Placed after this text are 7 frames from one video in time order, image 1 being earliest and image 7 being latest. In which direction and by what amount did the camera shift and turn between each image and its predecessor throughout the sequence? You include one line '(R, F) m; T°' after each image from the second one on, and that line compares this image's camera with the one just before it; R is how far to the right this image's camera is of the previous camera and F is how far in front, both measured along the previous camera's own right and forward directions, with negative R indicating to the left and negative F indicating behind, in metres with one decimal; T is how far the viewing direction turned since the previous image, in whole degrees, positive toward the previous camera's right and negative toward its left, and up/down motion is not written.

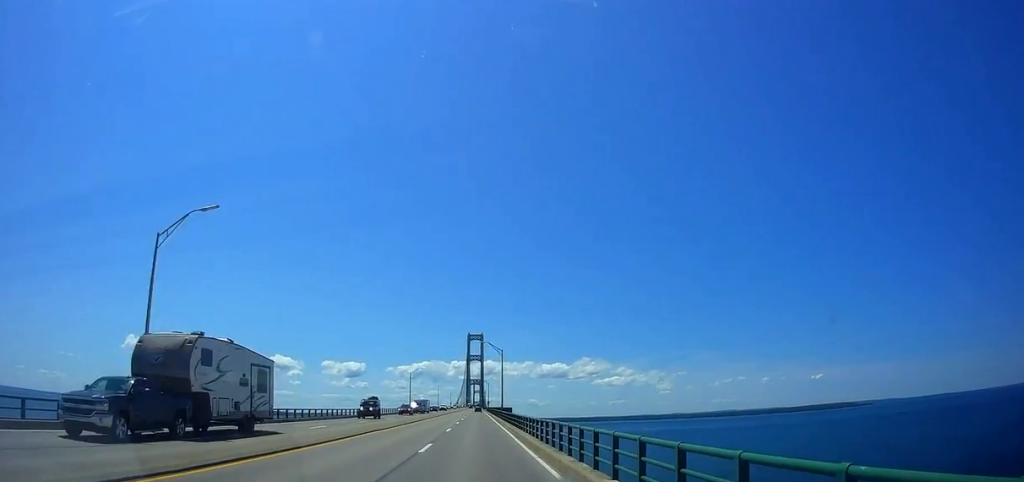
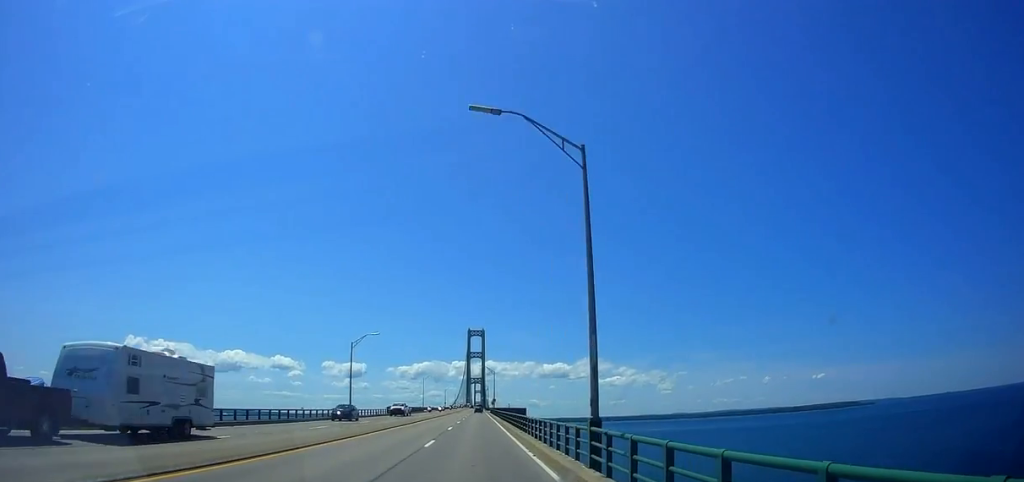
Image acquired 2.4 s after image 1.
(0.0, +58.1) m; -1°
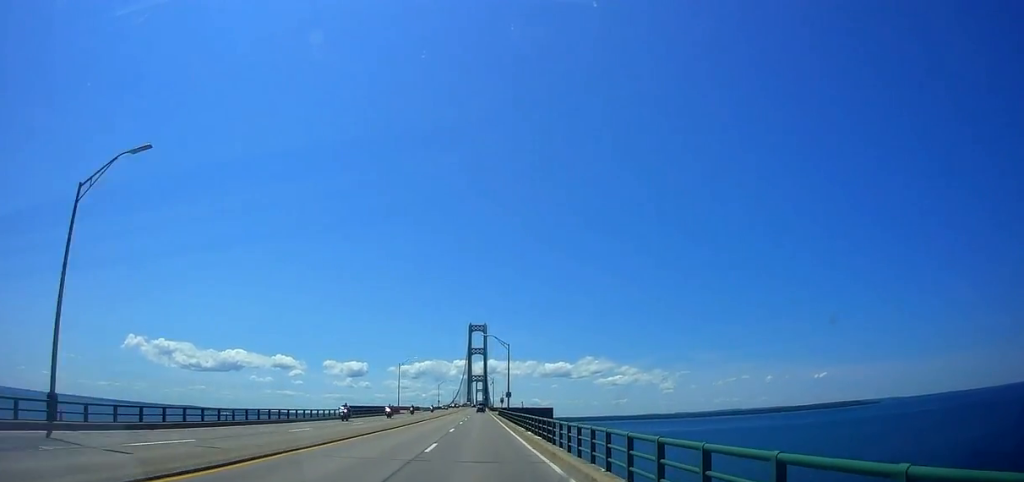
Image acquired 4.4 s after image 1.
(0.0, +49.1) m; +1°
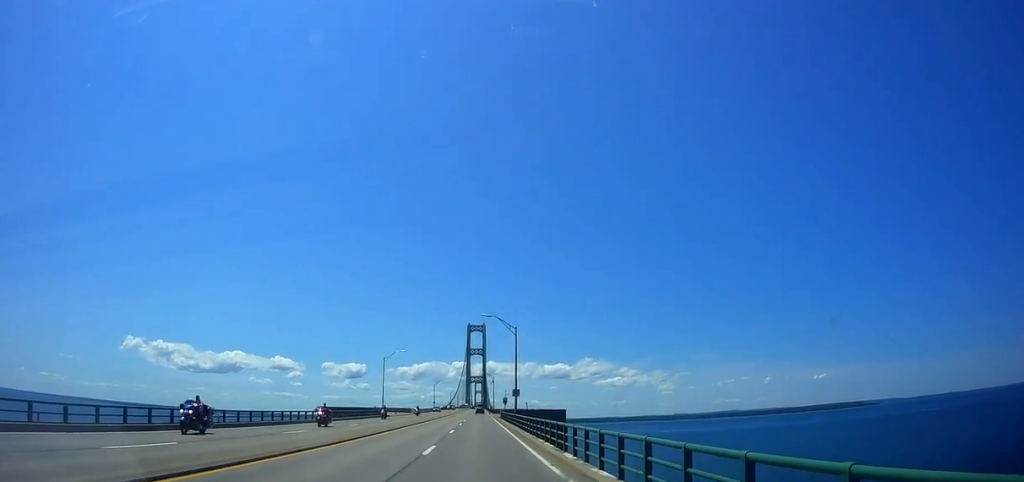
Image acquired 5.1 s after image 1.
(0.0, +15.2) m; 0°
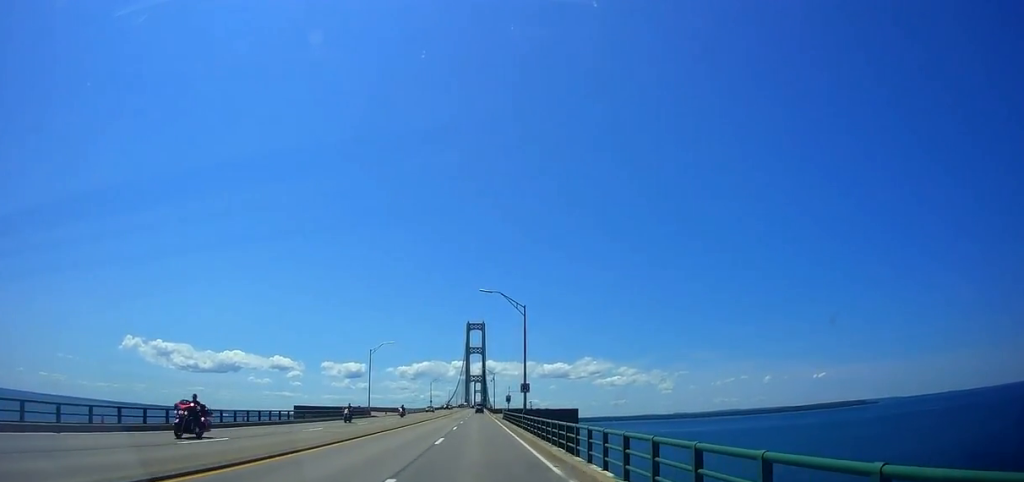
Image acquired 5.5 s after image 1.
(0.0, +10.4) m; 0°
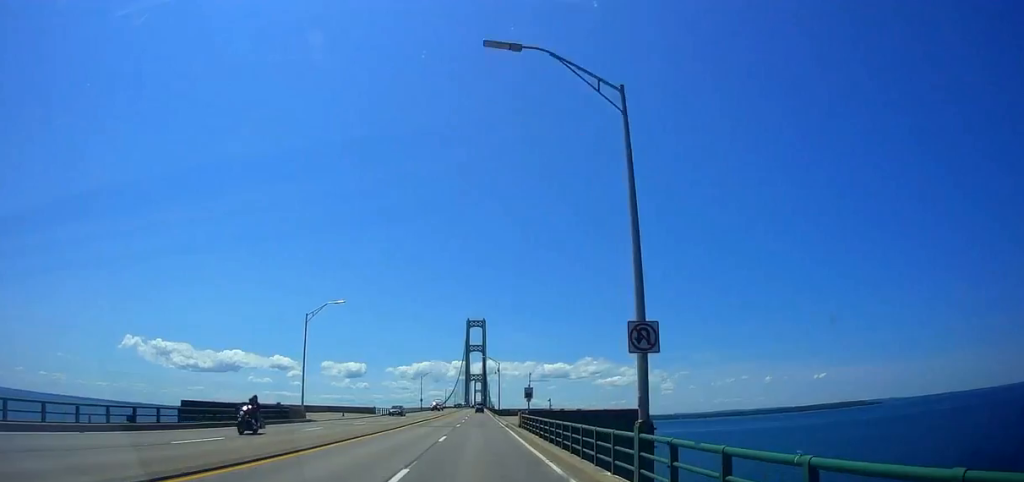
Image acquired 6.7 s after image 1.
(+0.1, +28.7) m; 0°
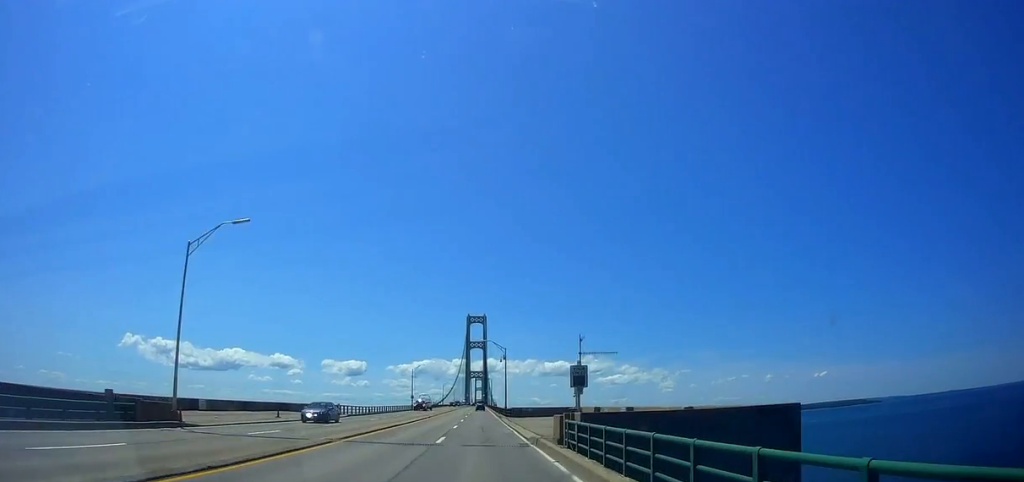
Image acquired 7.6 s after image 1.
(0.0, +20.7) m; 0°
